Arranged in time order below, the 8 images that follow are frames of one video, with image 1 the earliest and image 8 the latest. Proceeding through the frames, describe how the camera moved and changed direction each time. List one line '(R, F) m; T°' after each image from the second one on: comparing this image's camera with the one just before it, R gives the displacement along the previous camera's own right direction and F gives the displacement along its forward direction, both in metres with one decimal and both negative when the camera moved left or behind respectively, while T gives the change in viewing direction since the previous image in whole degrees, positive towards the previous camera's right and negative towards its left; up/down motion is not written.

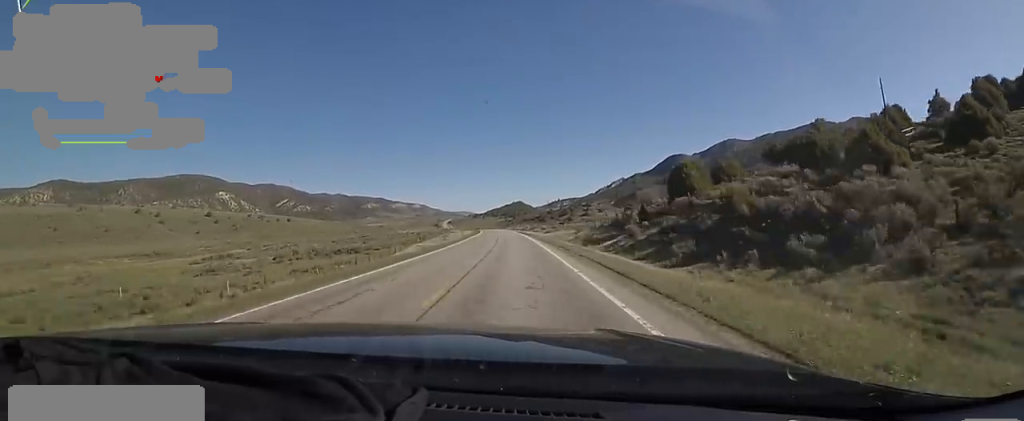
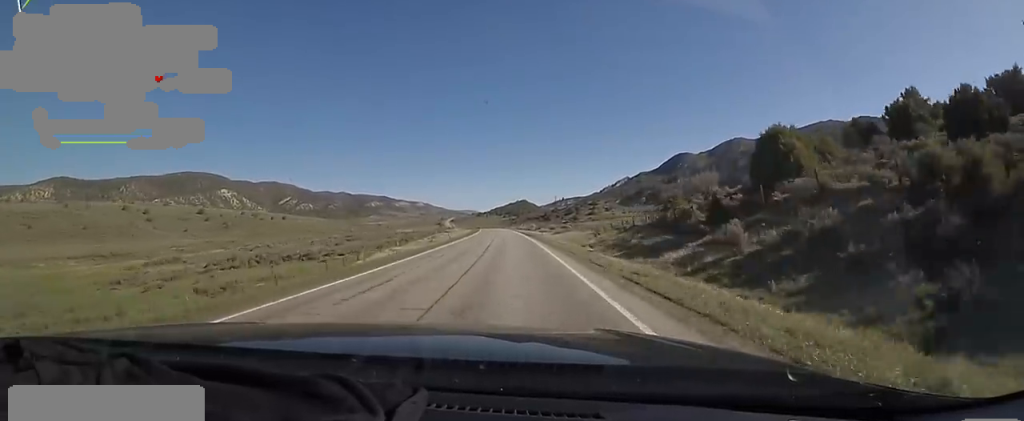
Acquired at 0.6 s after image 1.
(-0.7, +18.0) m; 0°
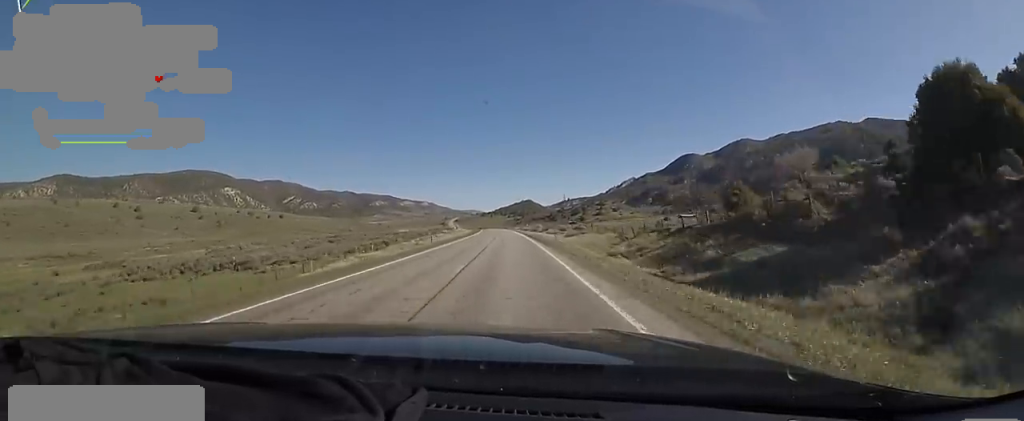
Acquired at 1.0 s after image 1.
(+0.3, +14.9) m; 0°
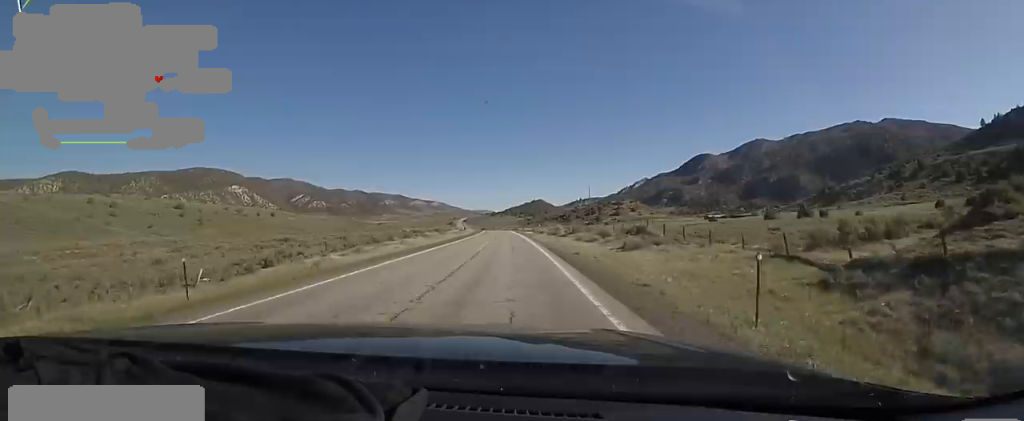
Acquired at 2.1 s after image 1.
(+0.2, +35.2) m; -1°
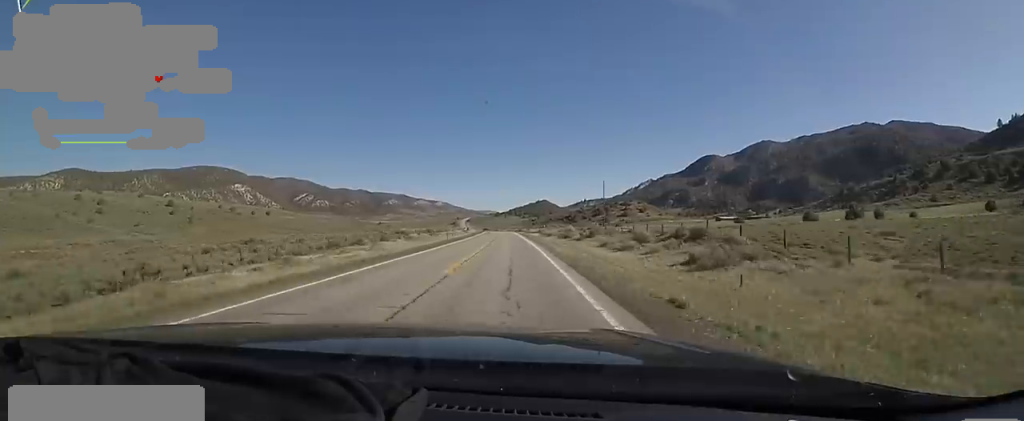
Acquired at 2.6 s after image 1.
(-0.3, +14.9) m; -1°
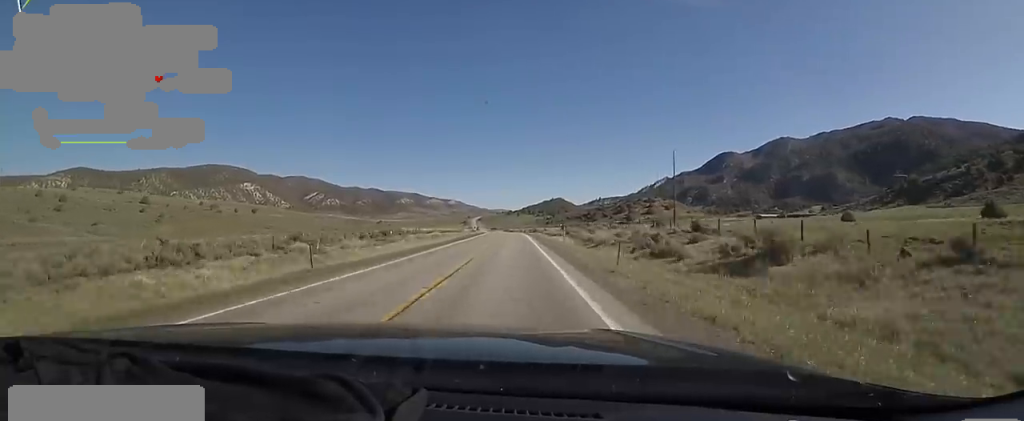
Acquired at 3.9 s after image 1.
(-0.2, +41.0) m; -1°
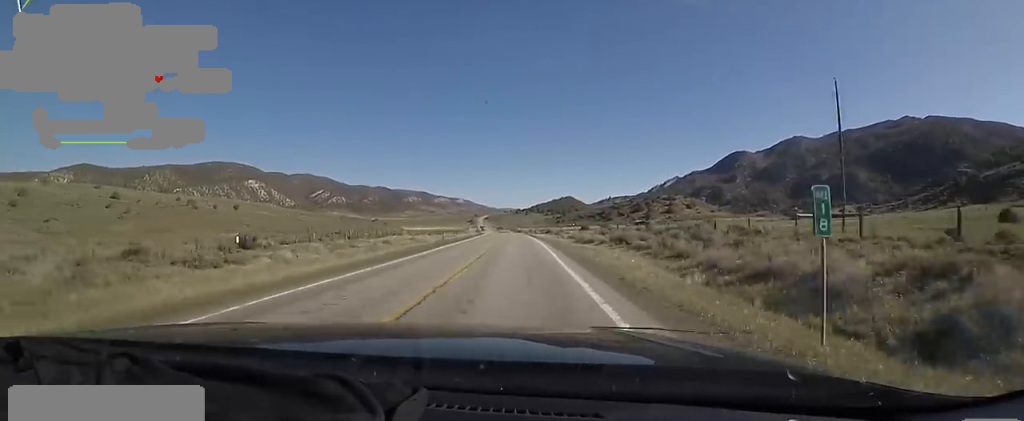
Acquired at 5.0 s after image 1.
(-0.4, +33.2) m; -2°
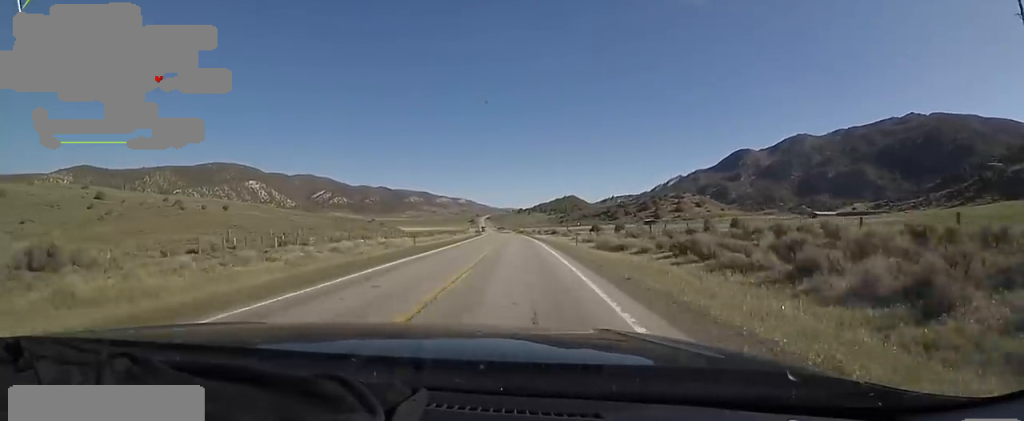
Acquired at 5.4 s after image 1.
(-0.5, +14.4) m; 0°
